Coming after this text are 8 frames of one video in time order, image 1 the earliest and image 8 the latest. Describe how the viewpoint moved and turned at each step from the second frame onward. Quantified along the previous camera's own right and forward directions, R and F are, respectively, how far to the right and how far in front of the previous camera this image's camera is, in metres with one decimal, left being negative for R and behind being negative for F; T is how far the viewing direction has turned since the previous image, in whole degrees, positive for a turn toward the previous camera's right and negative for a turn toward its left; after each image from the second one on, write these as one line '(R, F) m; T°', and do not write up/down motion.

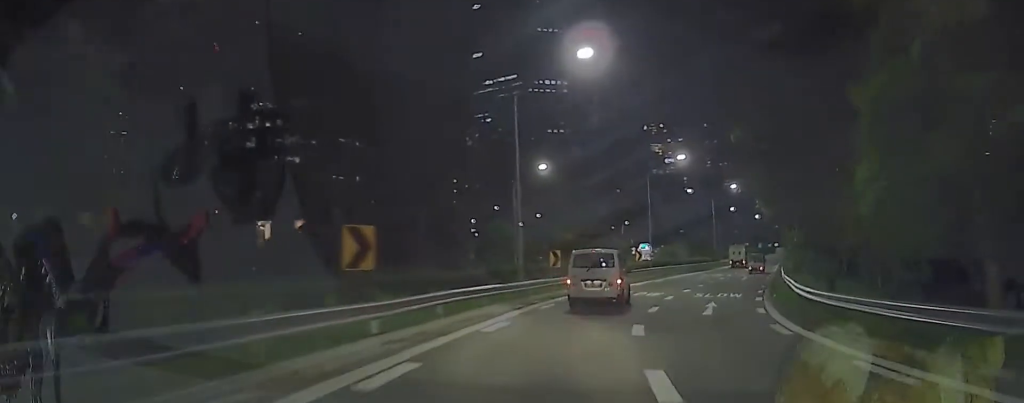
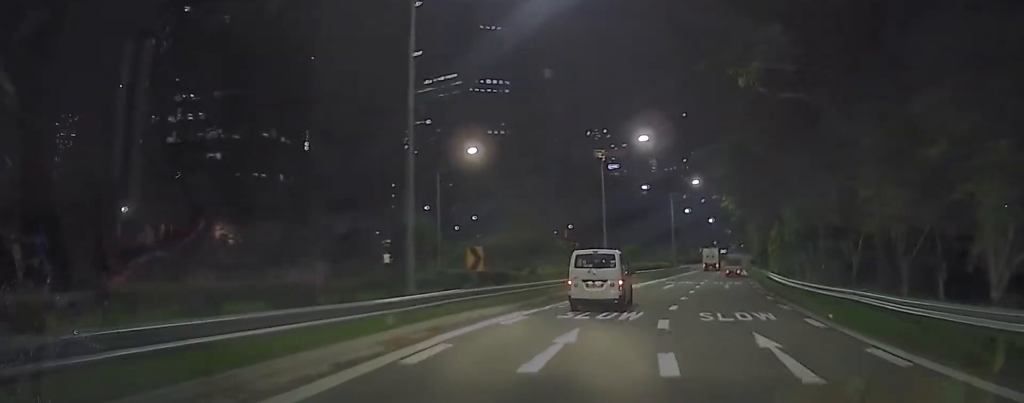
(+0.7, +10.8) m; +13°
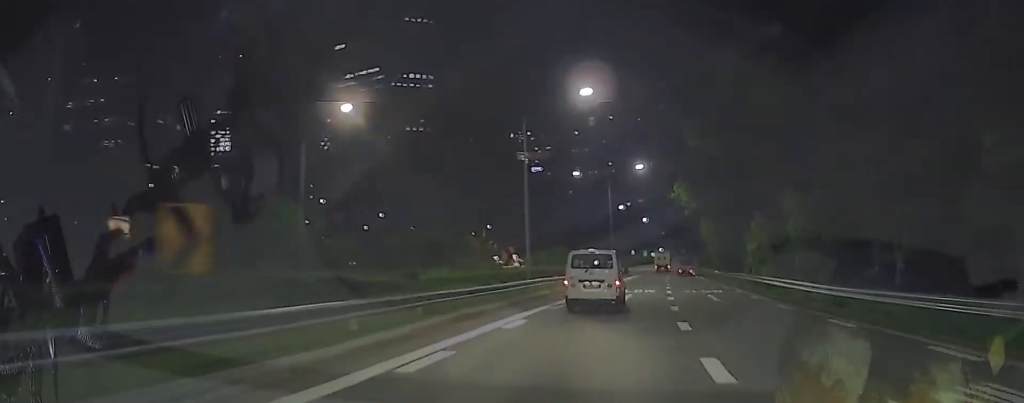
(+2.4, +13.0) m; +11°
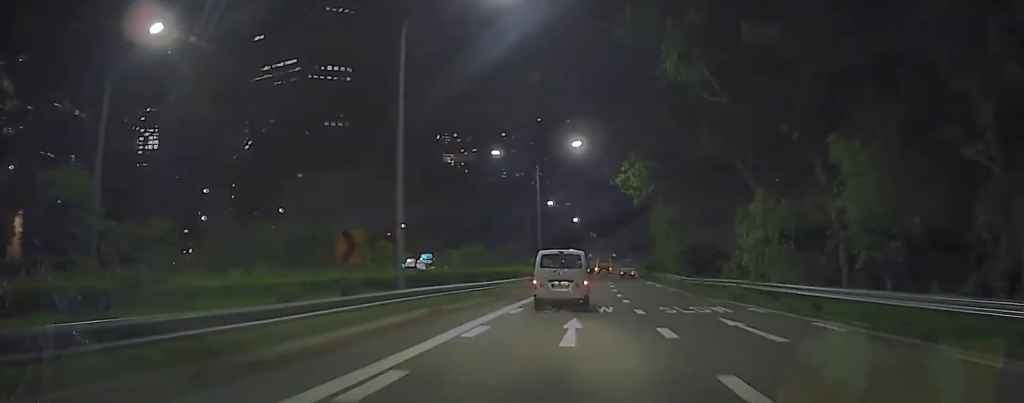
(+0.1, +13.8) m; +1°
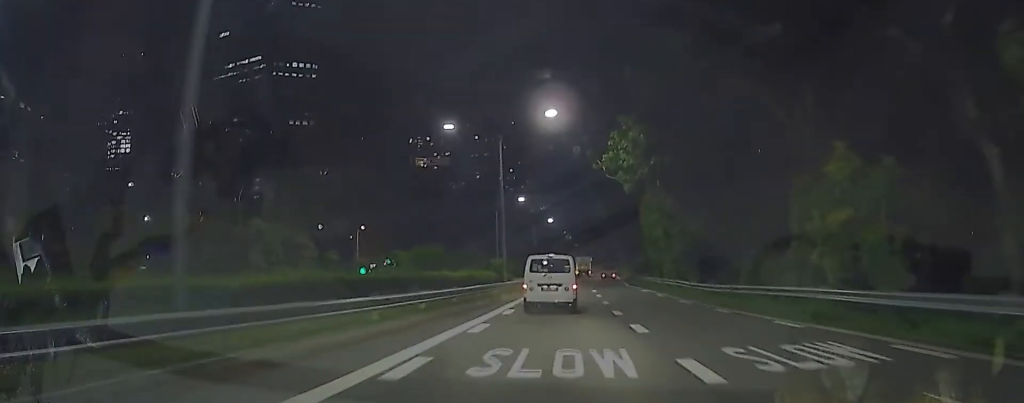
(-0.2, +11.2) m; +5°
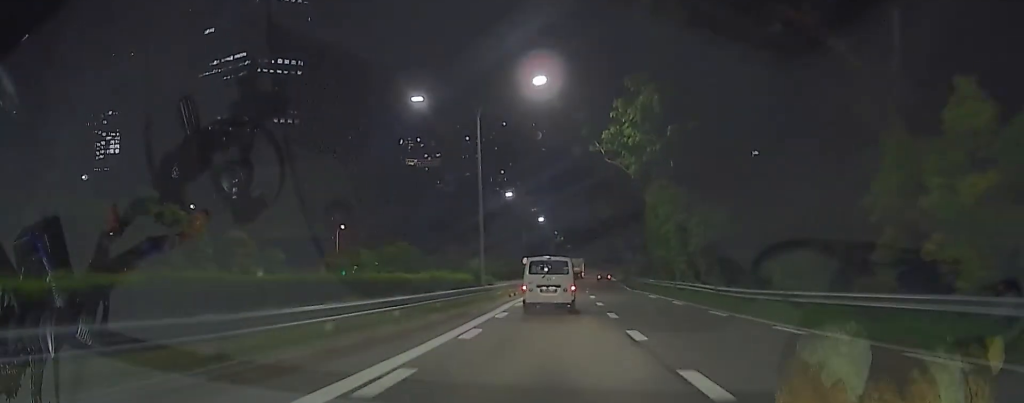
(+0.6, +6.8) m; 0°
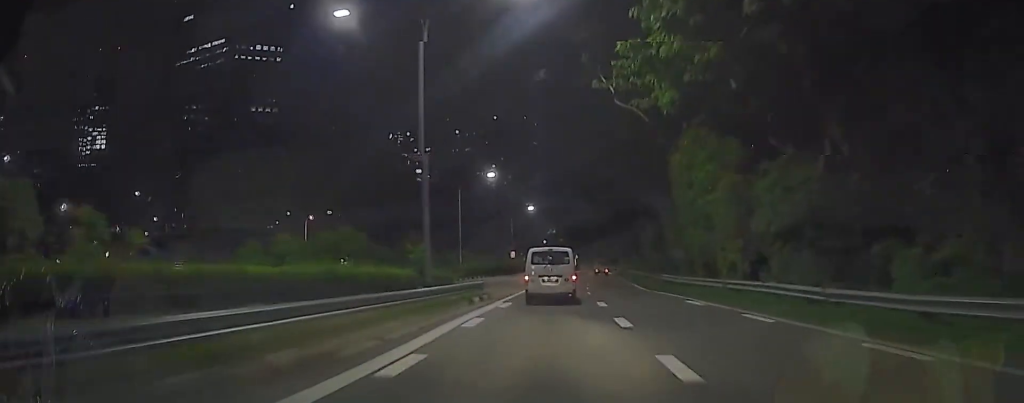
(+0.4, +11.2) m; +1°
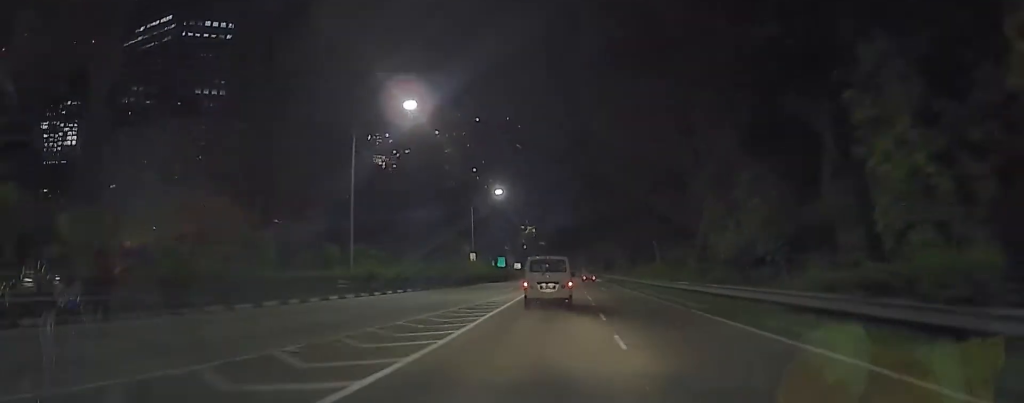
(+1.7, +29.6) m; +7°
